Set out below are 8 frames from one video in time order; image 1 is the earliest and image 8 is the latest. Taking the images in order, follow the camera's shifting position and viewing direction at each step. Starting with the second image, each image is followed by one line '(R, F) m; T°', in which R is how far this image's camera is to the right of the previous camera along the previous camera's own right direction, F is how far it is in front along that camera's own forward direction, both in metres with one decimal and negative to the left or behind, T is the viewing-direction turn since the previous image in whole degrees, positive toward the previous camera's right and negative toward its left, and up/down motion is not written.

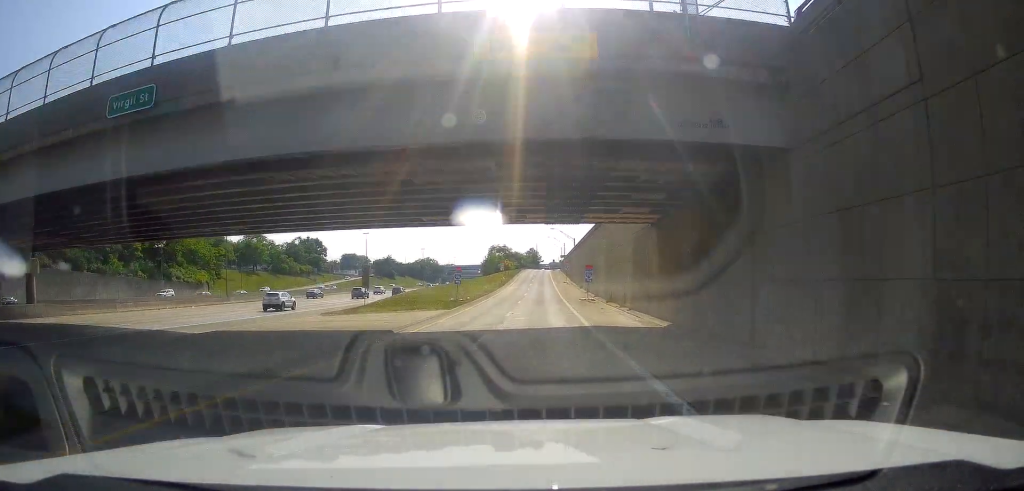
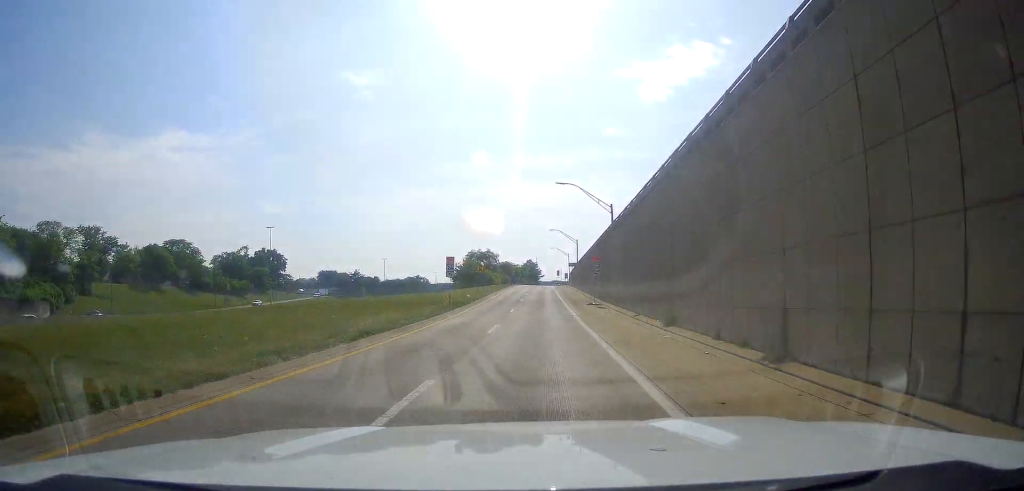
(-0.3, +55.3) m; -1°
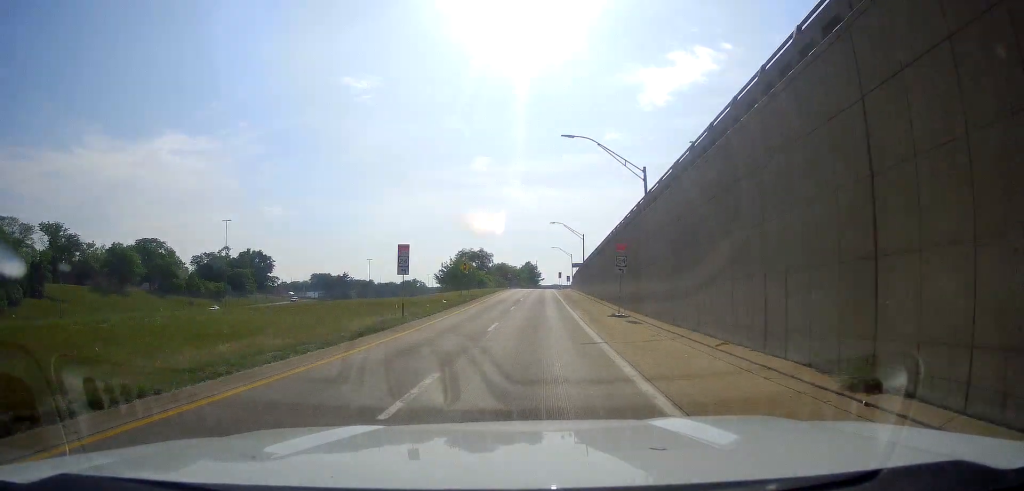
(0.0, +14.9) m; 0°
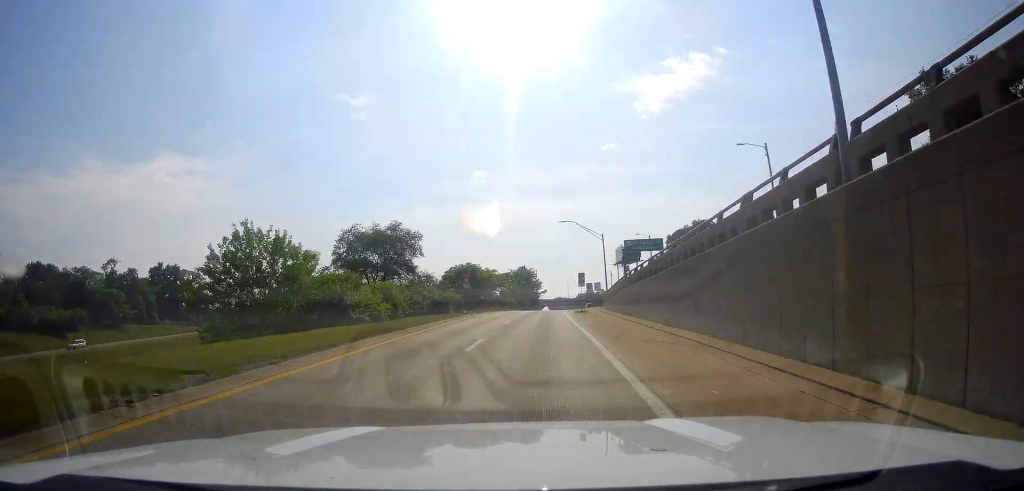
(+0.3, +67.5) m; 0°
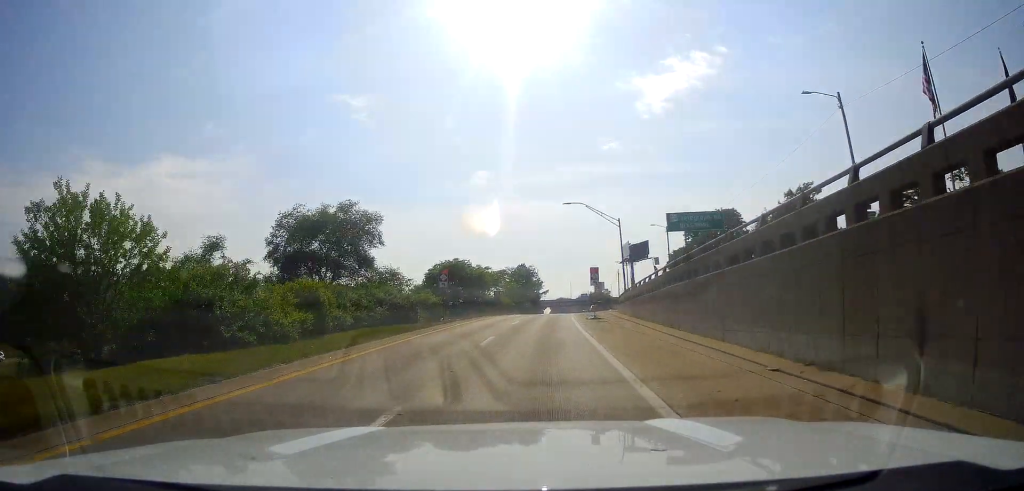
(0.0, +12.4) m; 0°
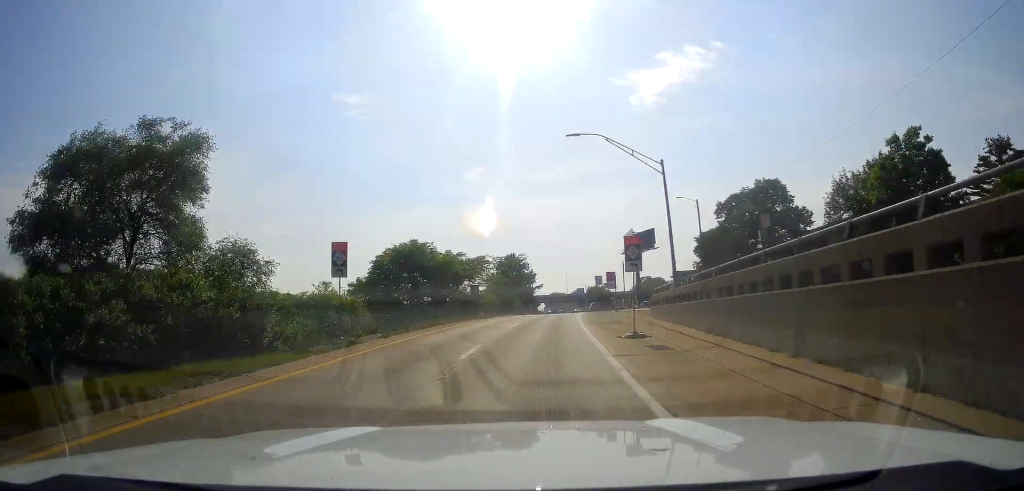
(+0.4, +19.6) m; 0°
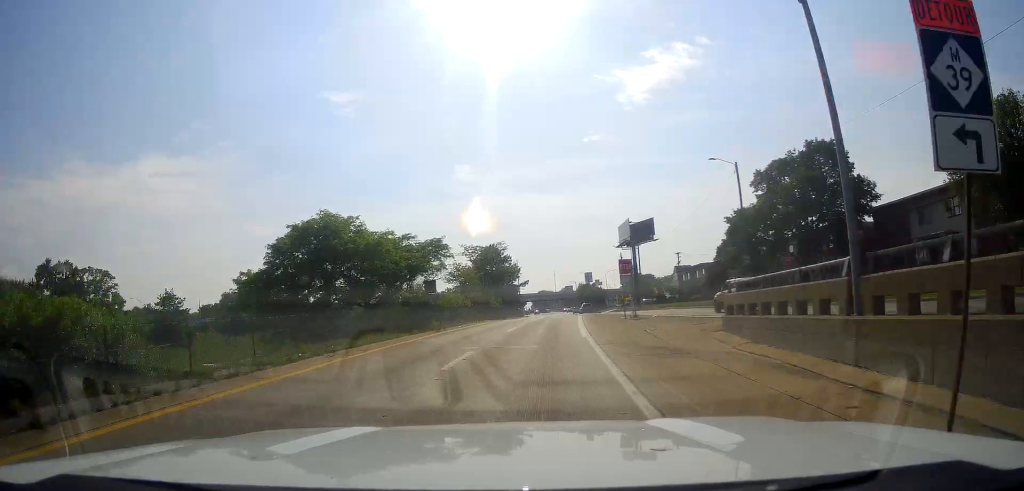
(-0.3, +16.9) m; +1°
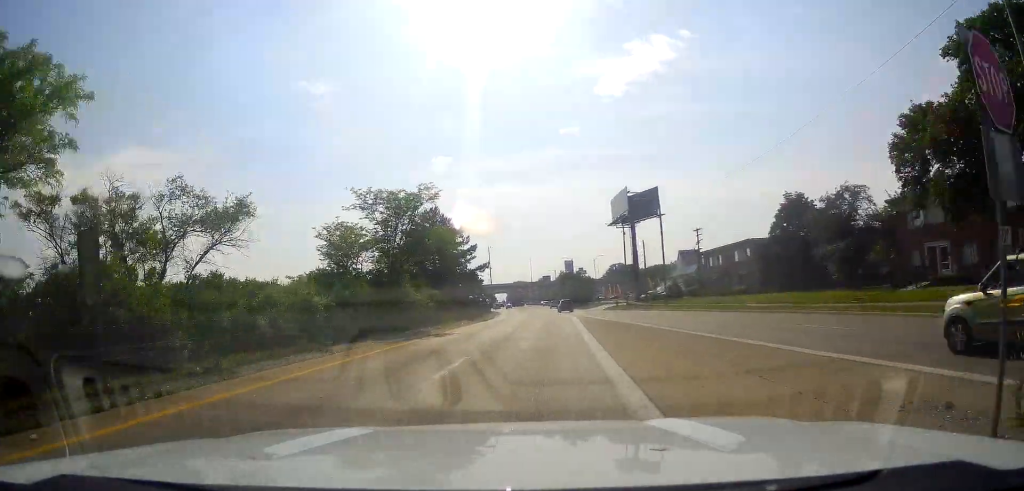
(+0.7, +32.0) m; +3°
